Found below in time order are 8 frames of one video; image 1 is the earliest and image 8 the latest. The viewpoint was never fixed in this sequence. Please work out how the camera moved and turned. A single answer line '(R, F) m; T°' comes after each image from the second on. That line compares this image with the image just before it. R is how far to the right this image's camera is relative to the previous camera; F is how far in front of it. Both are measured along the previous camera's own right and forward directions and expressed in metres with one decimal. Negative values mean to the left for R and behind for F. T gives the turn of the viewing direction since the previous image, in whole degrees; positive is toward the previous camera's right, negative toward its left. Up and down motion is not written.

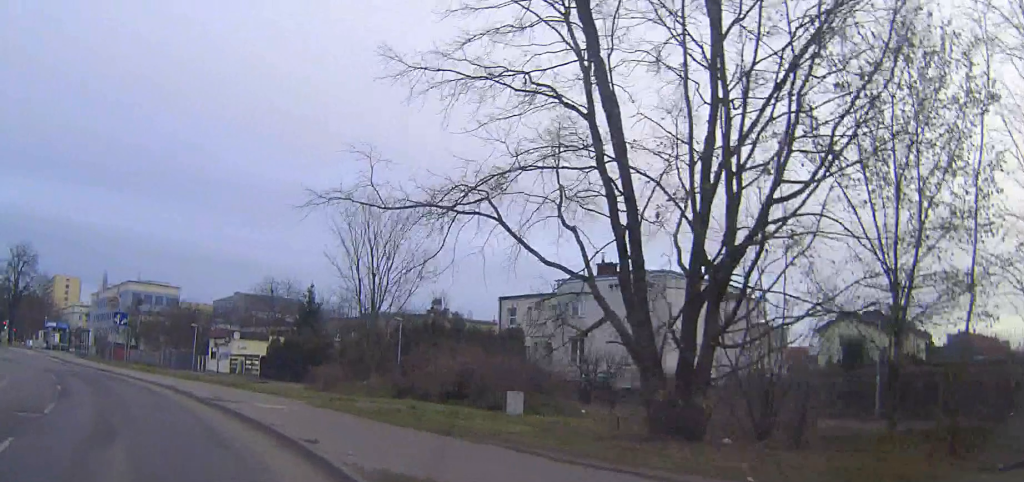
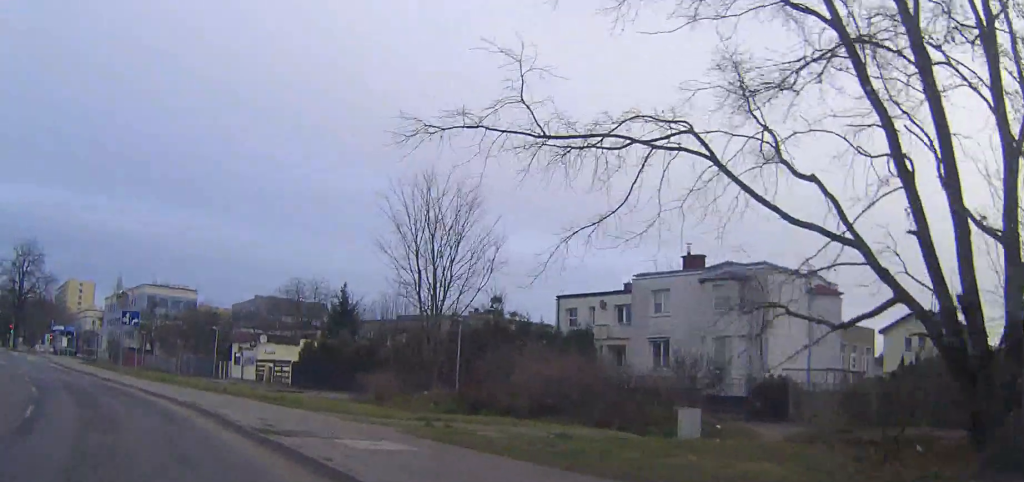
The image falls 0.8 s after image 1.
(0.0, +6.5) m; -1°
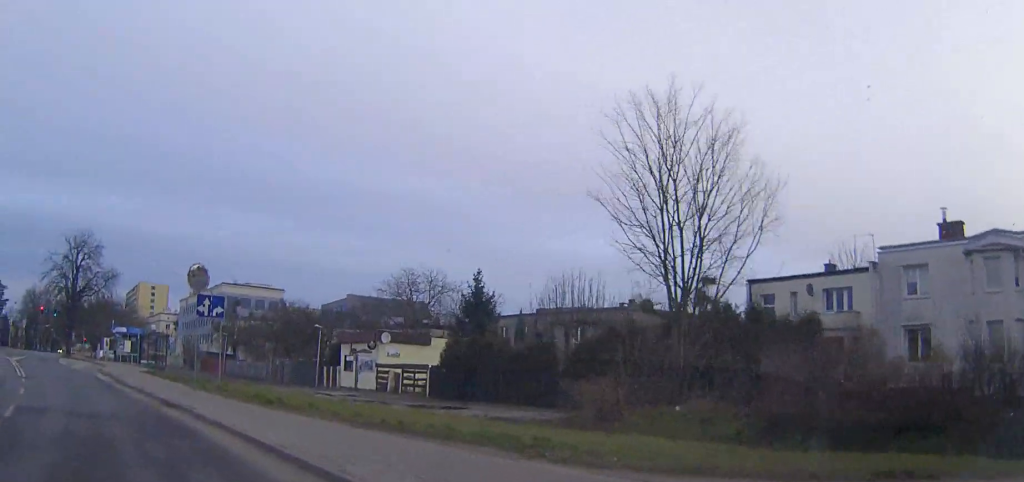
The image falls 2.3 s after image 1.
(-0.3, +11.9) m; -5°
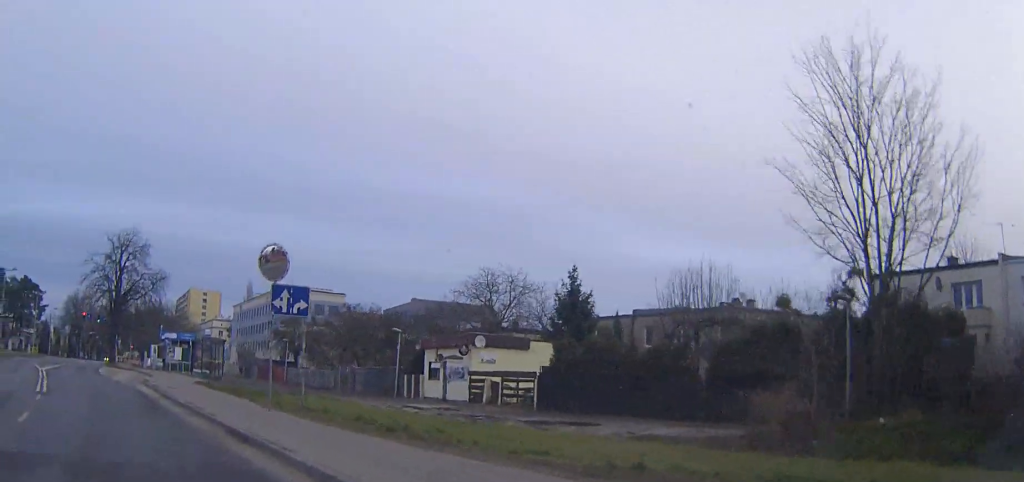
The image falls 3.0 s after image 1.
(-0.2, +5.5) m; -4°
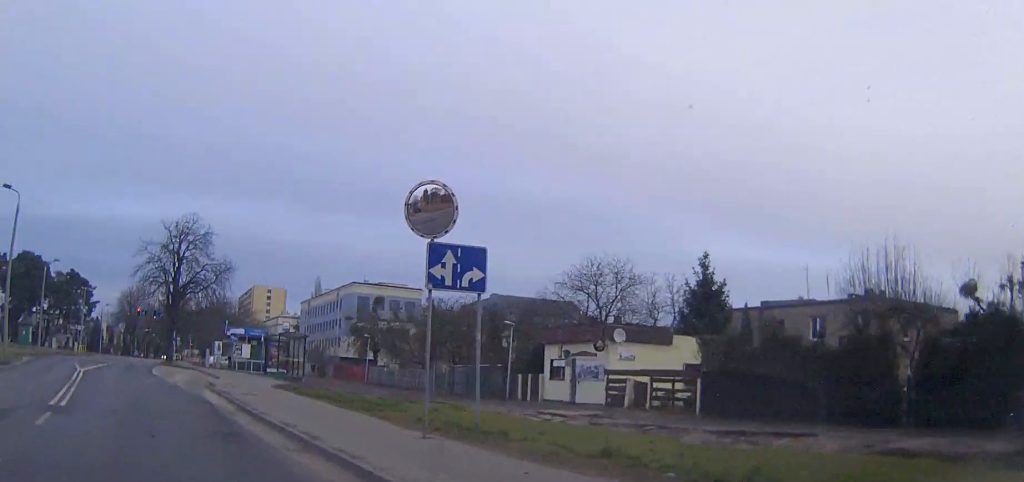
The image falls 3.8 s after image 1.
(-0.3, +6.6) m; -4°
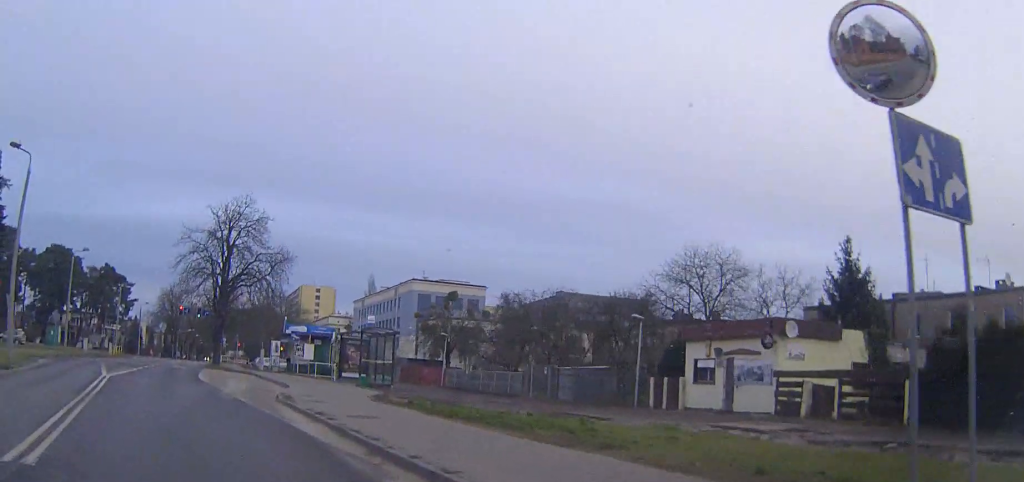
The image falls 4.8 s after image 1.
(-0.3, +7.5) m; -3°
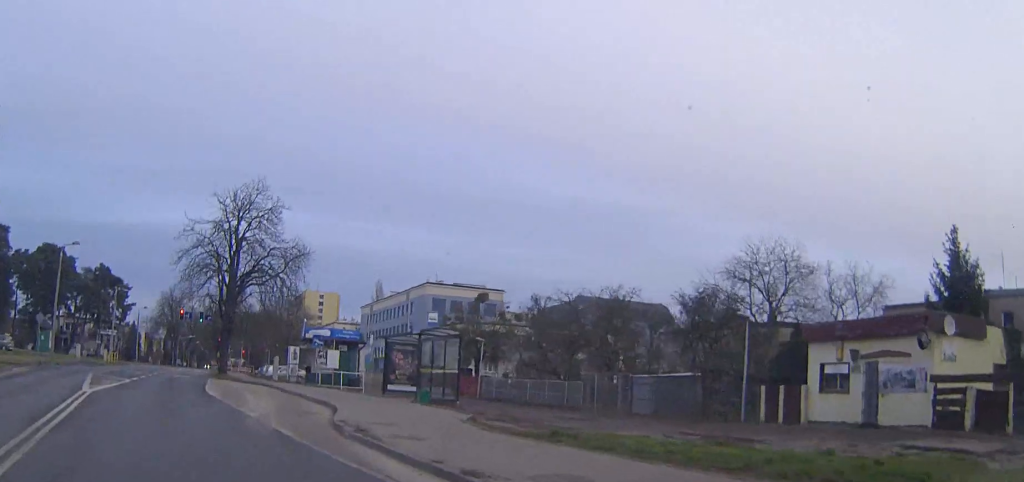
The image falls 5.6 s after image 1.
(-0.1, +7.0) m; -1°
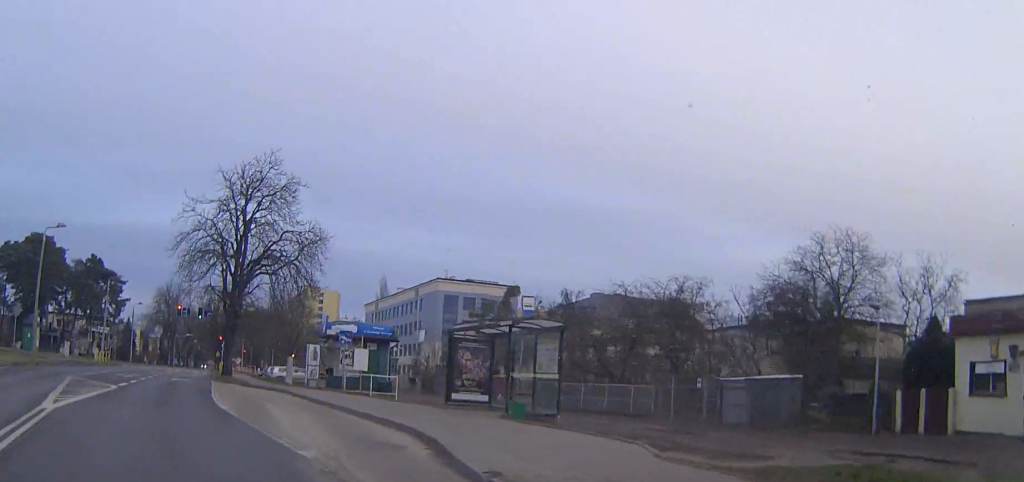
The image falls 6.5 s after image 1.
(0.0, +6.7) m; 0°
